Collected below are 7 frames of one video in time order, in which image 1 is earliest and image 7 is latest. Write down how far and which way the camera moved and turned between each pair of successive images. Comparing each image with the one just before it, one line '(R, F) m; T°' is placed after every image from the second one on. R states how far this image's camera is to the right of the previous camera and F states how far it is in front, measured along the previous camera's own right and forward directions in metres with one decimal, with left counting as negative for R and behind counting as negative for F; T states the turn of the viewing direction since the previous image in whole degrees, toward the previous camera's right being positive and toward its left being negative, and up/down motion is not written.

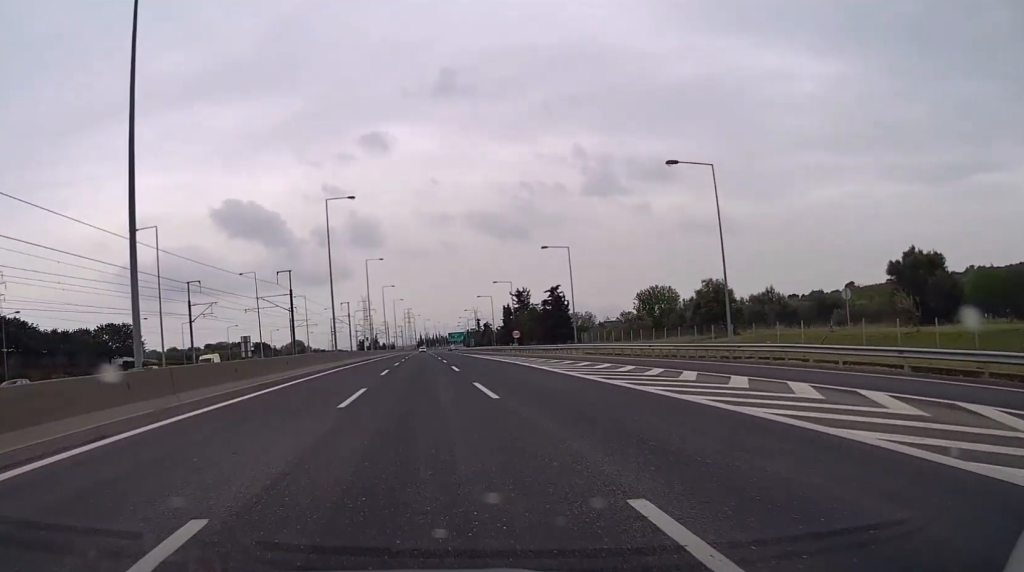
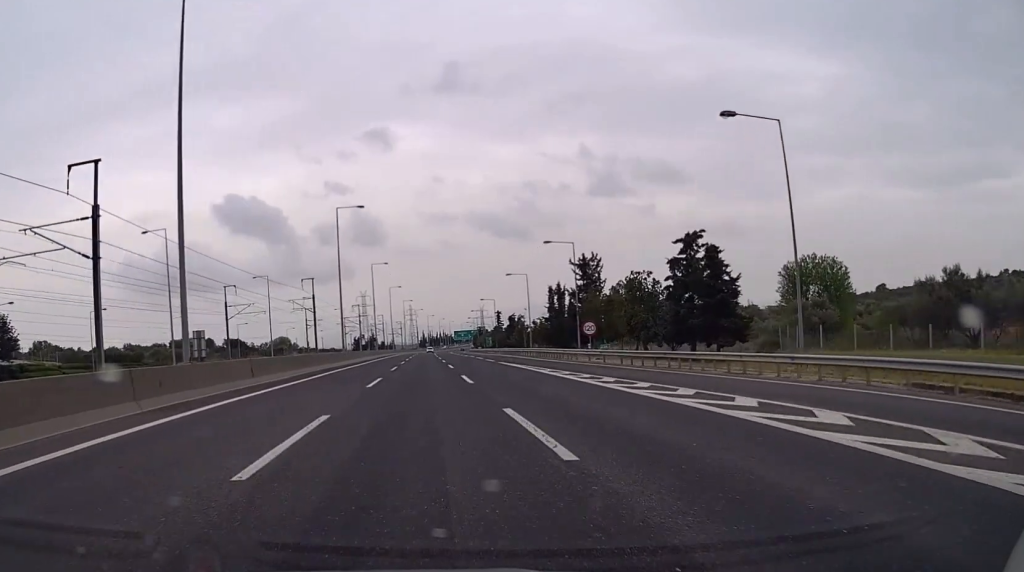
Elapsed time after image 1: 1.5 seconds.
(0.0, +44.7) m; 0°
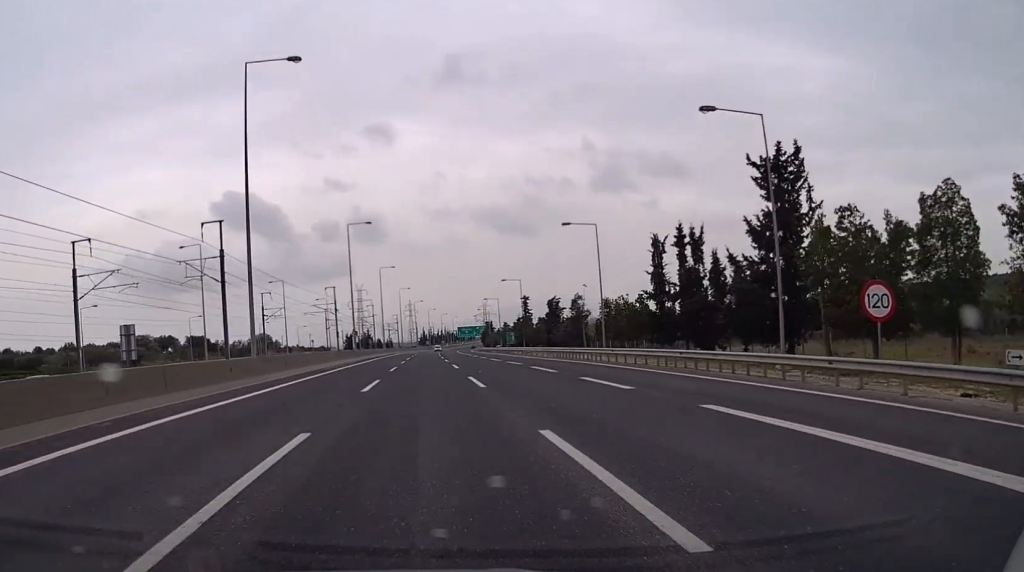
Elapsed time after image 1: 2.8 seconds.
(0.0, +39.8) m; 0°
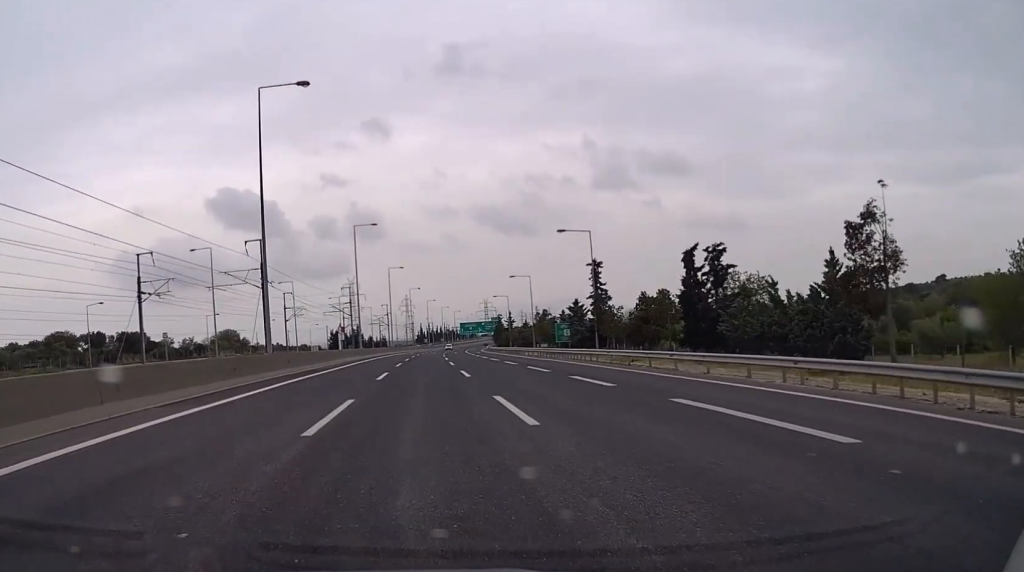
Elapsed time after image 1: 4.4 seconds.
(+0.1, +46.8) m; 0°
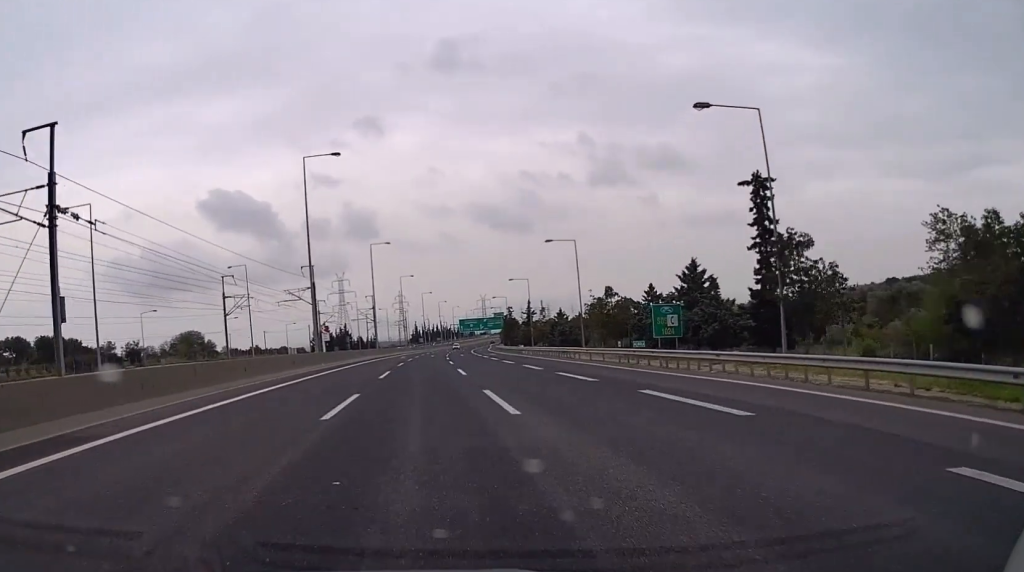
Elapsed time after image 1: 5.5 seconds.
(0.0, +33.9) m; 0°
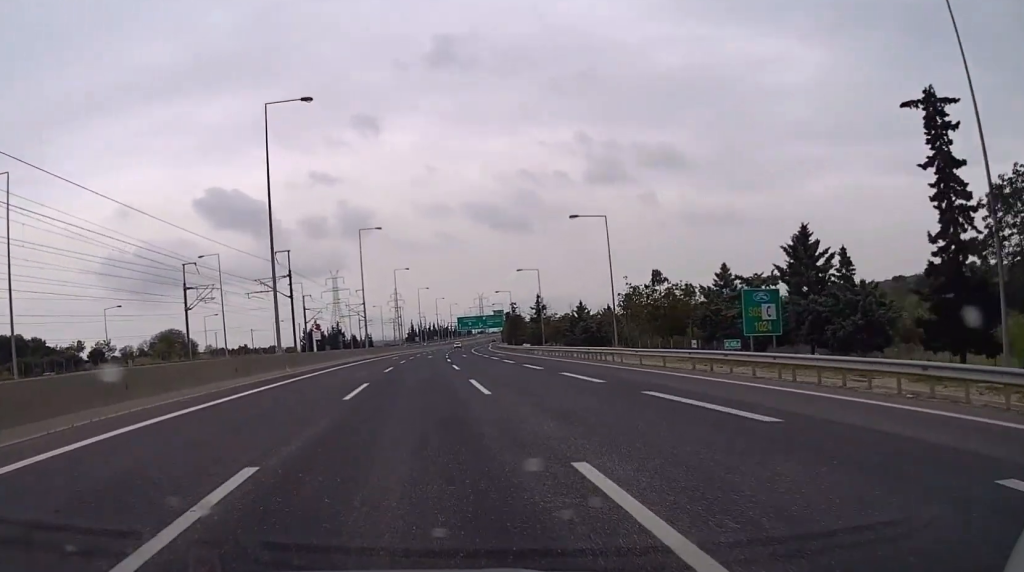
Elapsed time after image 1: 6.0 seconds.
(-0.1, +12.9) m; 0°
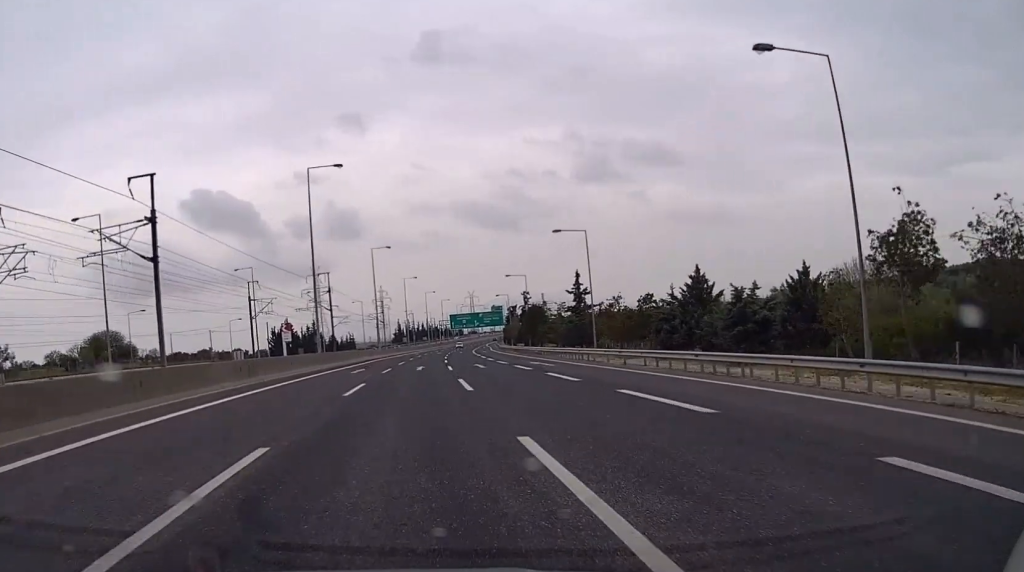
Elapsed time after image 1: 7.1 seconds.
(+0.3, +33.9) m; +1°
